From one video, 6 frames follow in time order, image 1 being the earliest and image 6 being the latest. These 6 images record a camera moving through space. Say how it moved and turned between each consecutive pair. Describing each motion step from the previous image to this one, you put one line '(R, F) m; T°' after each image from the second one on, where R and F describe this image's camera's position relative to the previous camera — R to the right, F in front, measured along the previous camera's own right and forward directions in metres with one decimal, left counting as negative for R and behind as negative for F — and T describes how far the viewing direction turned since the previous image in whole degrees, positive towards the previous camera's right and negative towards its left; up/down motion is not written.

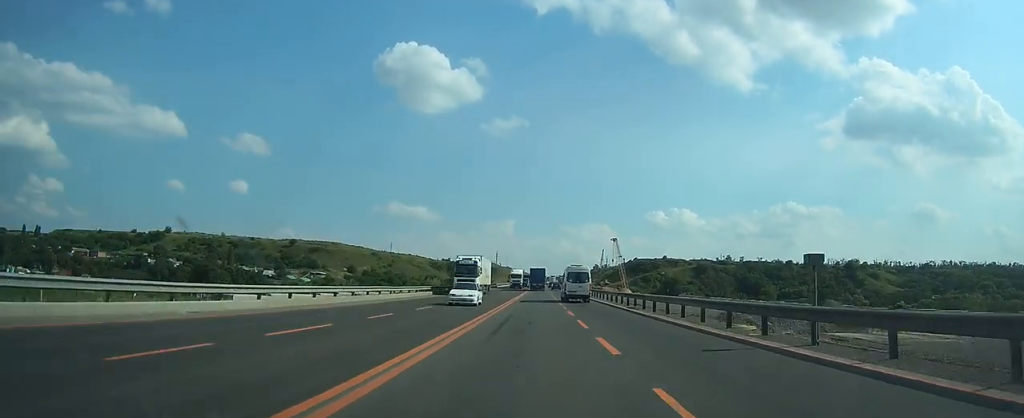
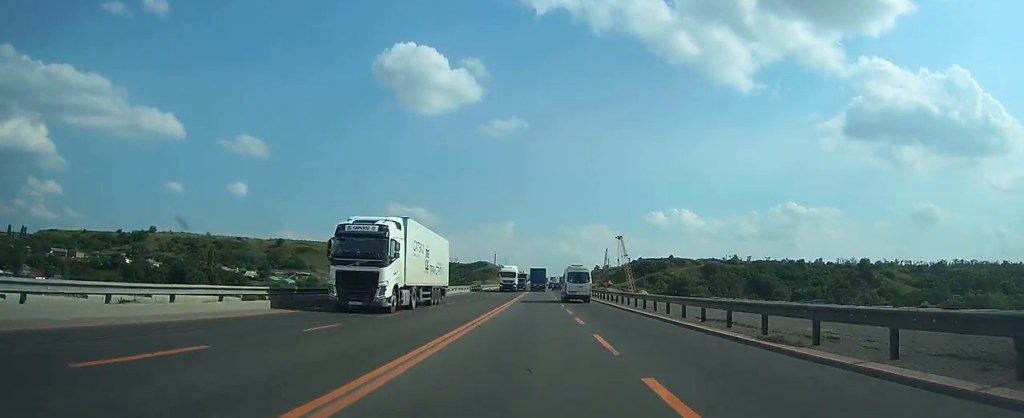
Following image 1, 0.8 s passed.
(0.0, +21.7) m; 0°
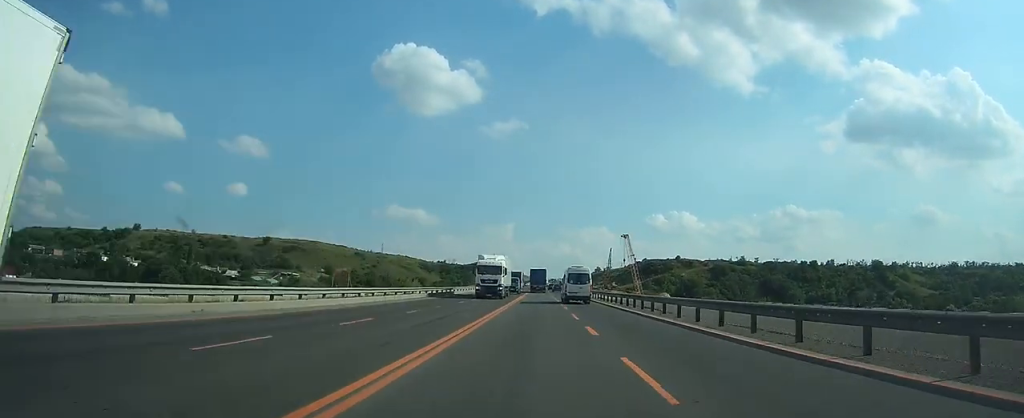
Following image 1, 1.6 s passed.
(0.0, +20.5) m; 0°
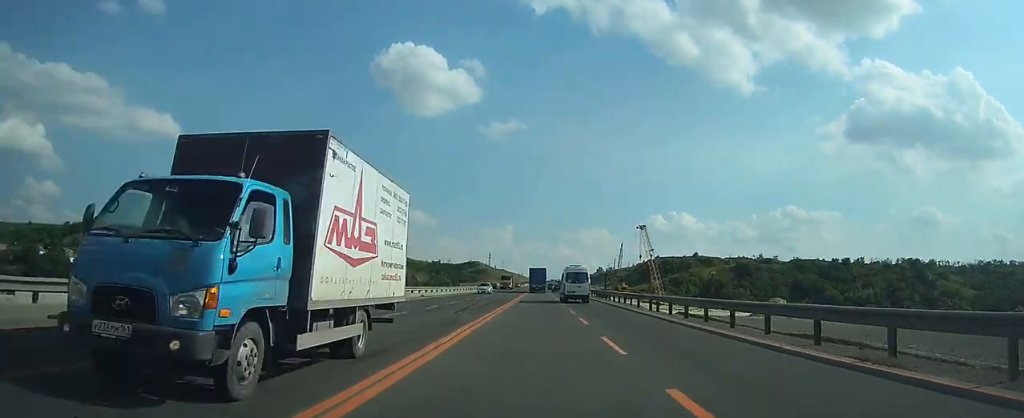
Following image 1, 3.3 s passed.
(-0.2, +46.3) m; 0°
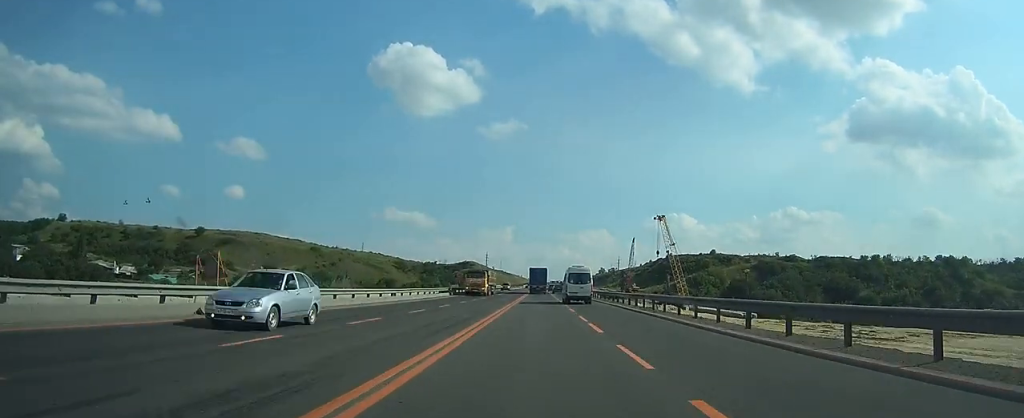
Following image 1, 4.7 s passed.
(-0.1, +34.3) m; 0°
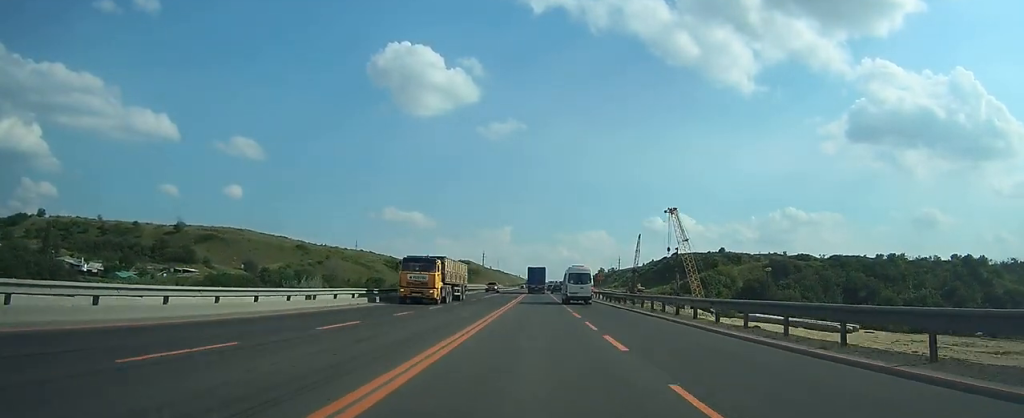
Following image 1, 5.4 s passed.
(0.0, +17.8) m; 0°
